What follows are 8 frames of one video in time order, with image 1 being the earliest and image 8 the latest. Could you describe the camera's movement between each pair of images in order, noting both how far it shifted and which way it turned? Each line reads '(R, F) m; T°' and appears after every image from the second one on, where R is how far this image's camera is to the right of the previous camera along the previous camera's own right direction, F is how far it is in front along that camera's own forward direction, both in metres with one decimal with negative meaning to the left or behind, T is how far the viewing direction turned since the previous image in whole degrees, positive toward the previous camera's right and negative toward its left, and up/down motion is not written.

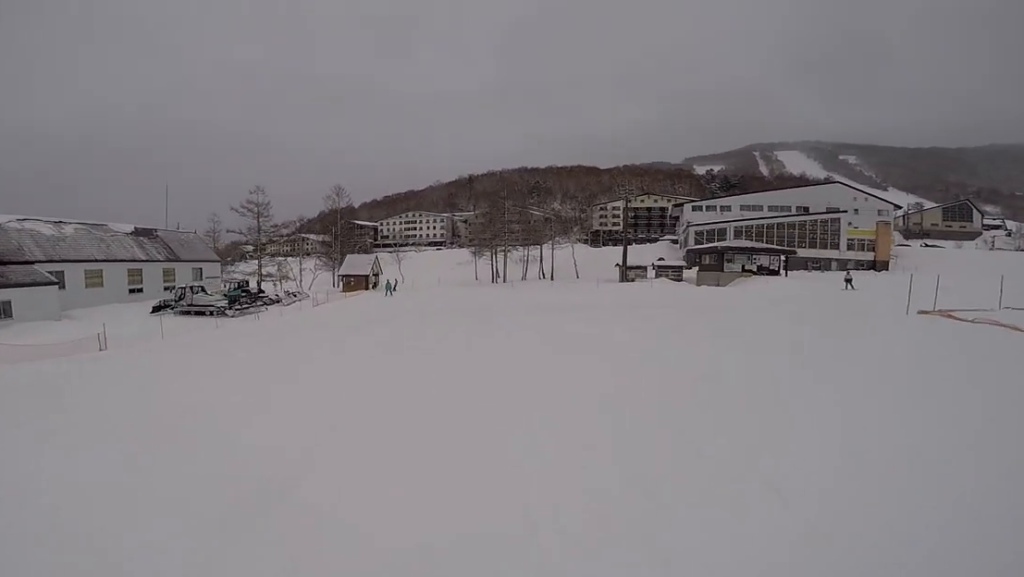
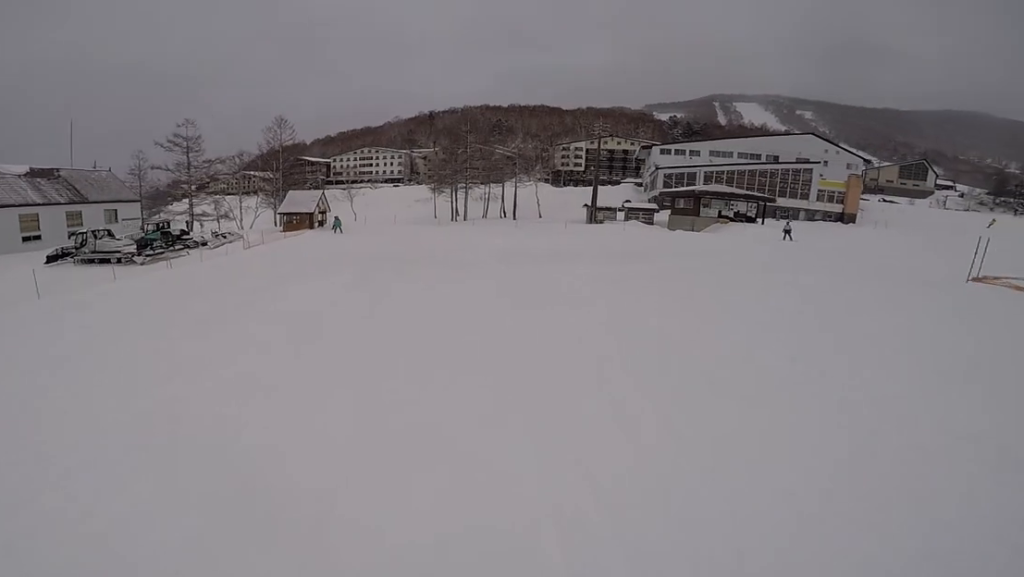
(0.0, +4.0) m; 0°
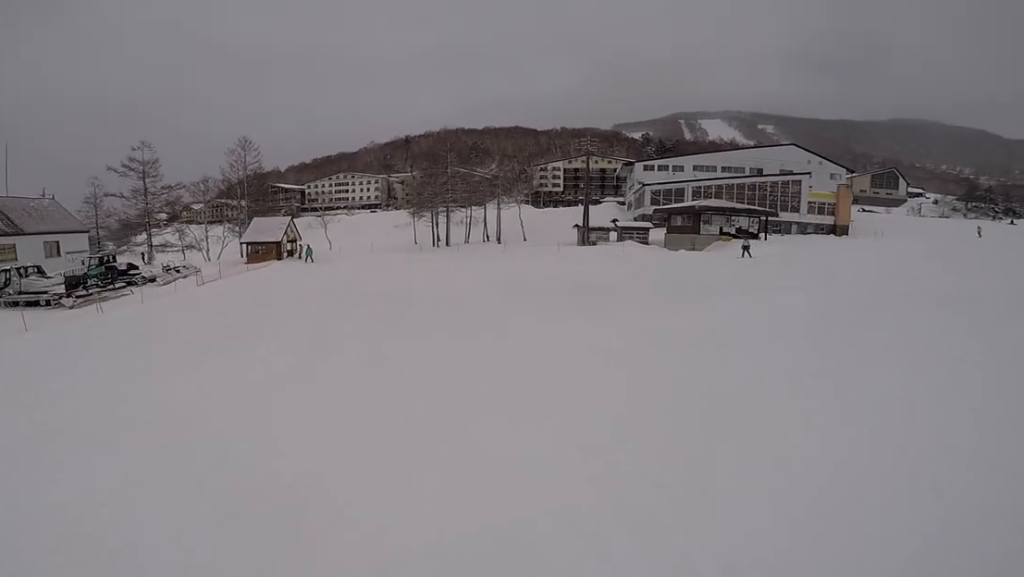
(0.0, +4.1) m; 0°
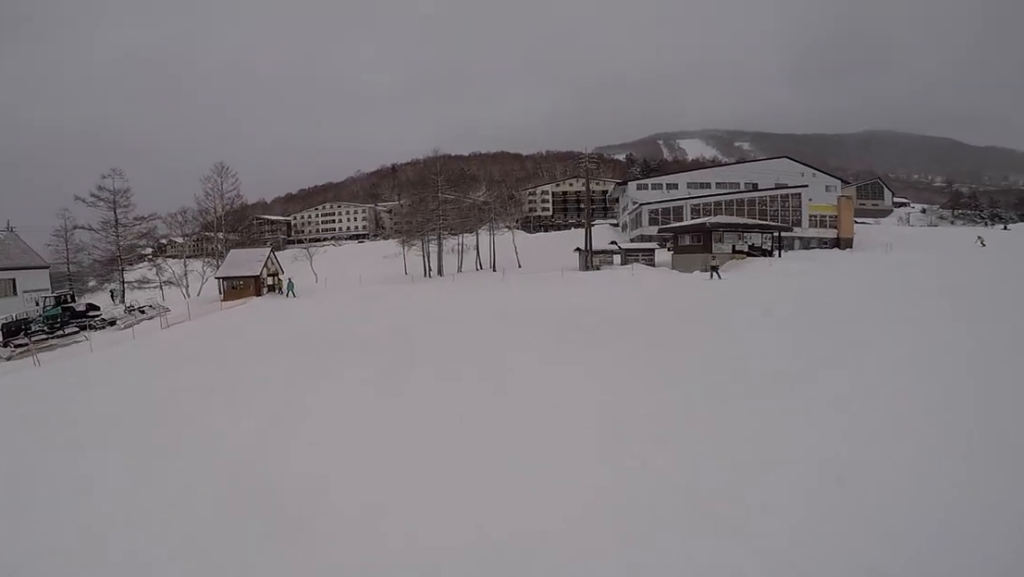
(0.0, +3.6) m; 0°
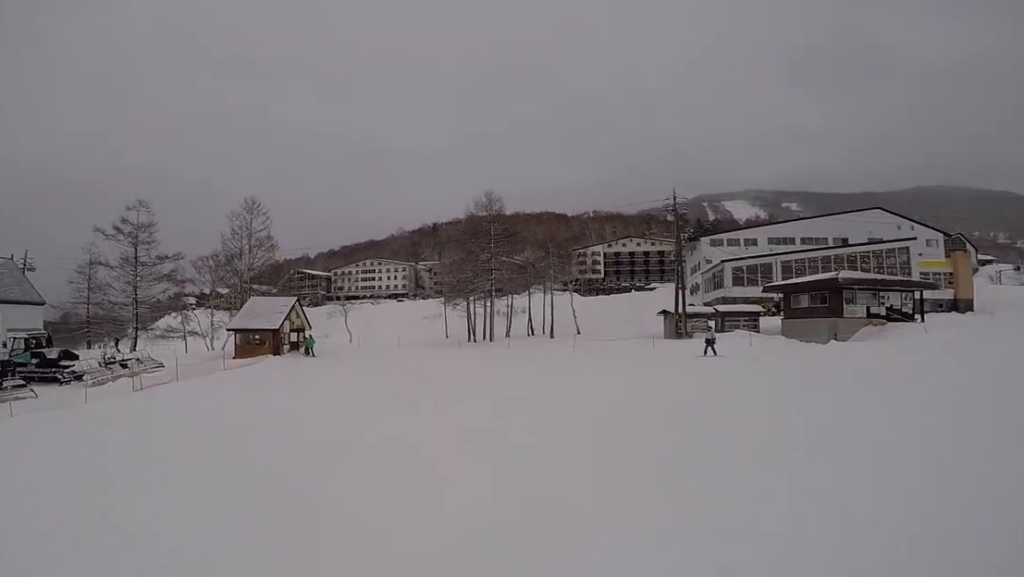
(0.0, +5.8) m; 0°
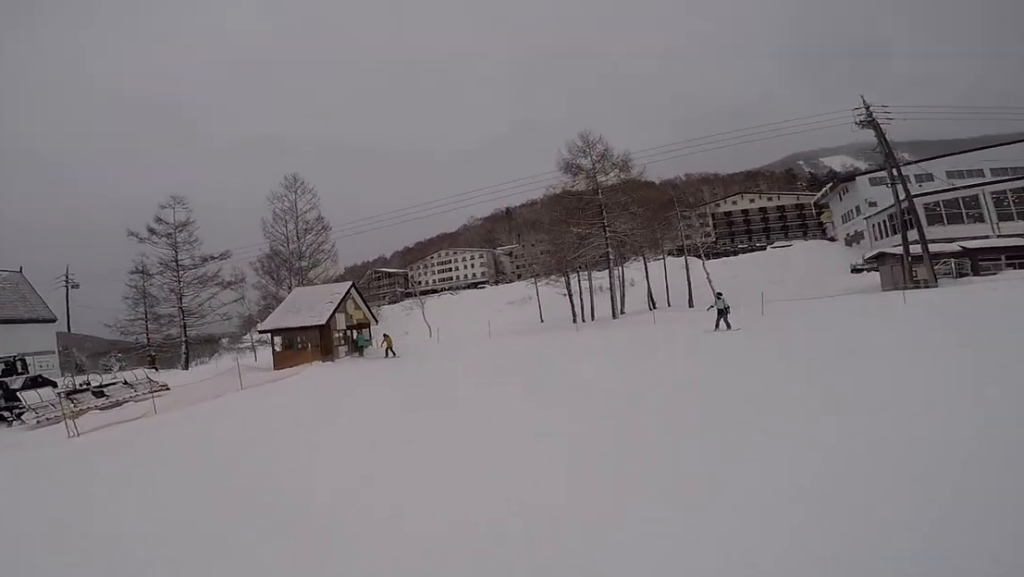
(-1.1, +8.7) m; -14°
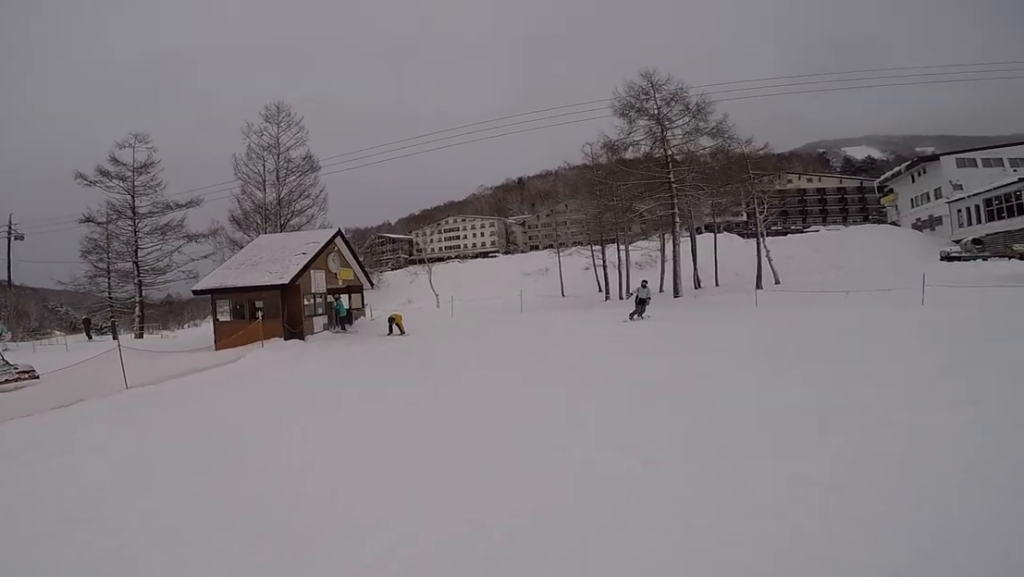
(-0.2, +6.9) m; +4°
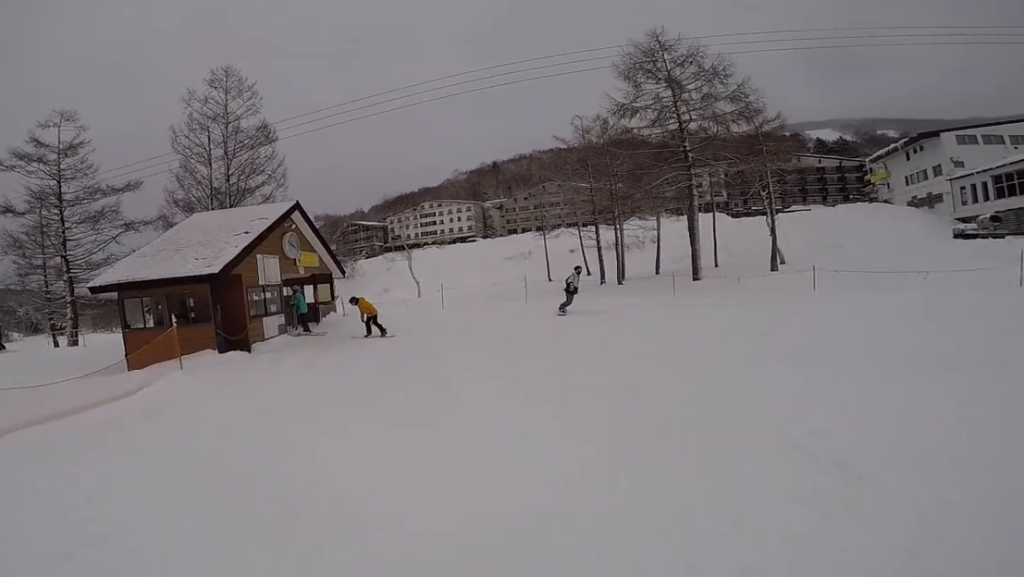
(+0.1, +3.9) m; -8°
